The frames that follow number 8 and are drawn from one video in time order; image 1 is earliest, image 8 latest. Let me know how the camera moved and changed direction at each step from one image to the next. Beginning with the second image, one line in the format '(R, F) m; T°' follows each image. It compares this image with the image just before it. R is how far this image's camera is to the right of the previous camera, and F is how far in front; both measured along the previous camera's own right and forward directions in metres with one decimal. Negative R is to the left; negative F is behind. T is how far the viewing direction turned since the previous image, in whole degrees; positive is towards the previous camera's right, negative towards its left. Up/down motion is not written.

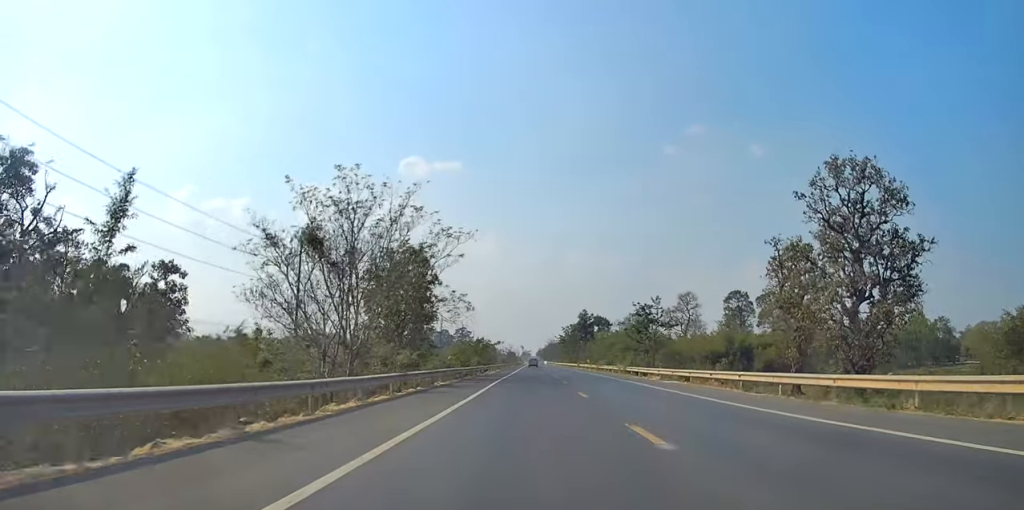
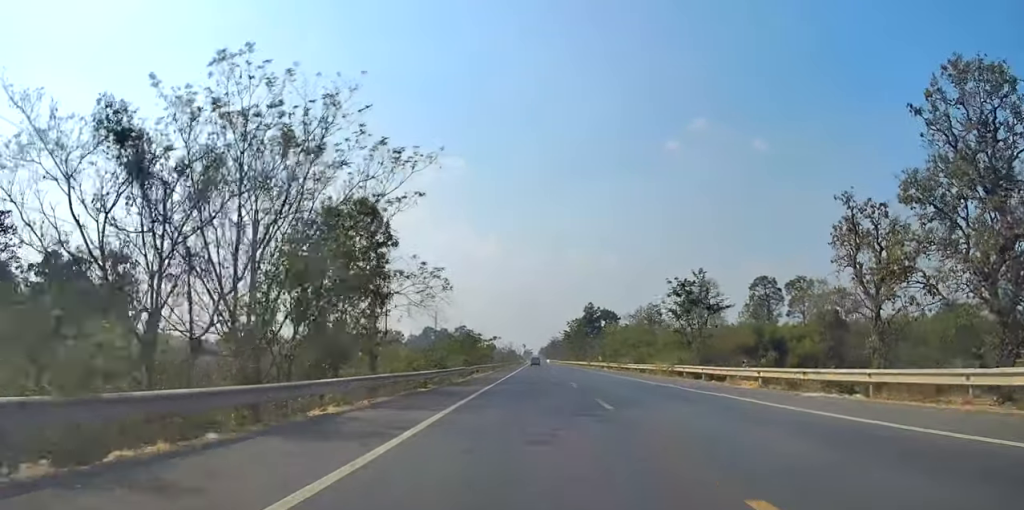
(0.0, +17.9) m; 0°
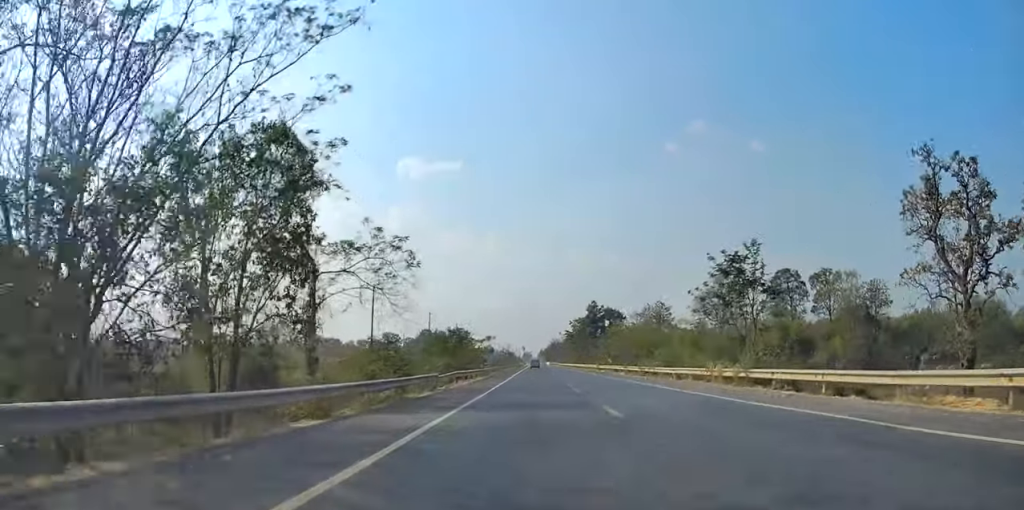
(-0.1, +13.2) m; 0°
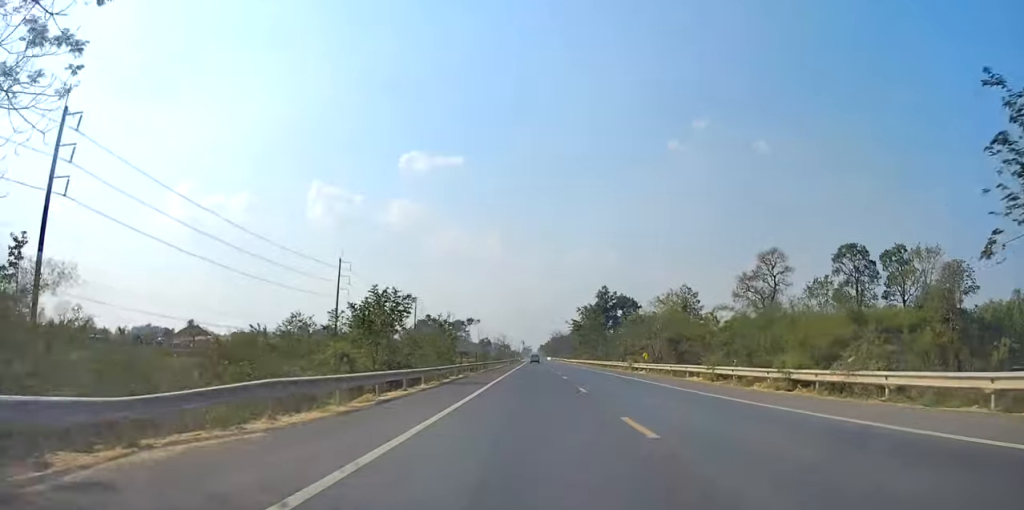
(0.0, +28.1) m; 0°
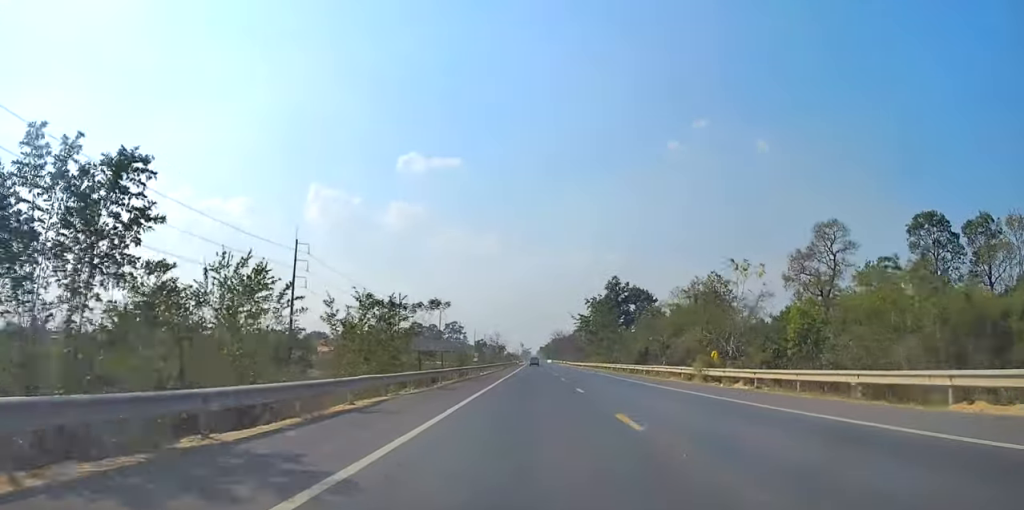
(-0.1, +21.9) m; 0°
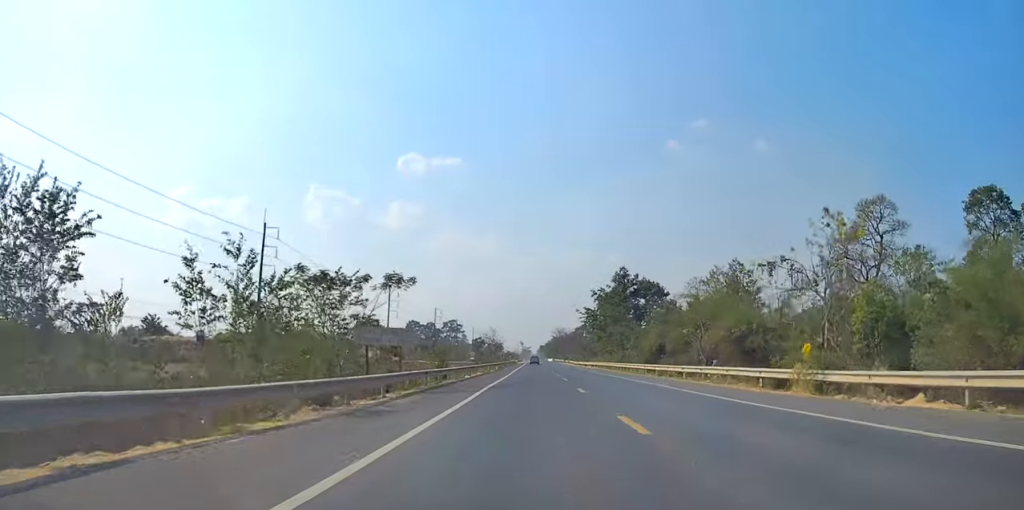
(0.0, +12.1) m; 0°
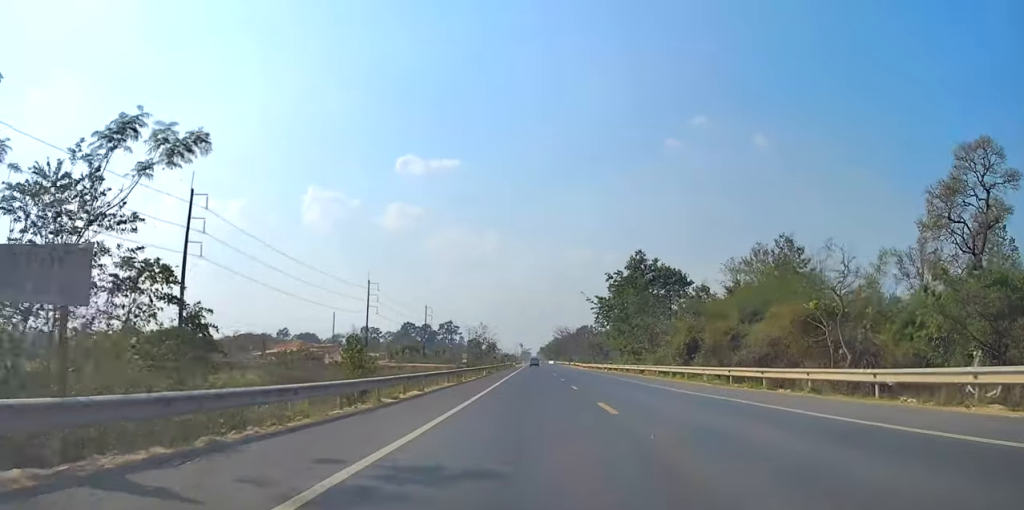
(+0.1, +20.6) m; 0°
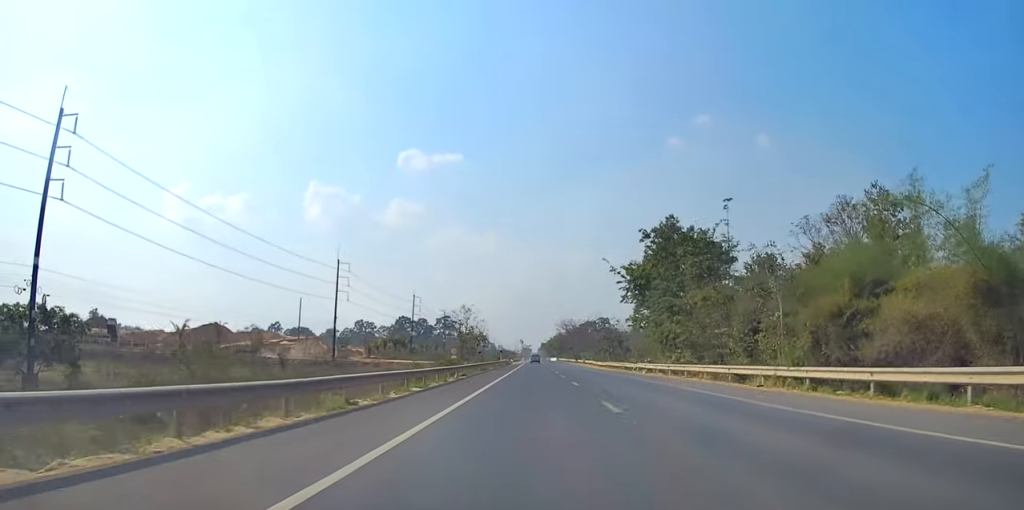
(0.0, +23.7) m; 0°
